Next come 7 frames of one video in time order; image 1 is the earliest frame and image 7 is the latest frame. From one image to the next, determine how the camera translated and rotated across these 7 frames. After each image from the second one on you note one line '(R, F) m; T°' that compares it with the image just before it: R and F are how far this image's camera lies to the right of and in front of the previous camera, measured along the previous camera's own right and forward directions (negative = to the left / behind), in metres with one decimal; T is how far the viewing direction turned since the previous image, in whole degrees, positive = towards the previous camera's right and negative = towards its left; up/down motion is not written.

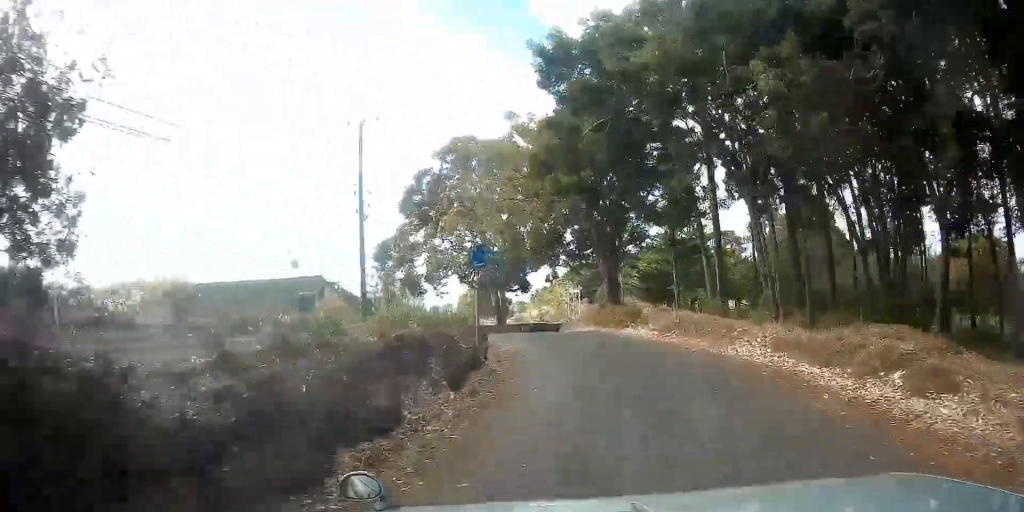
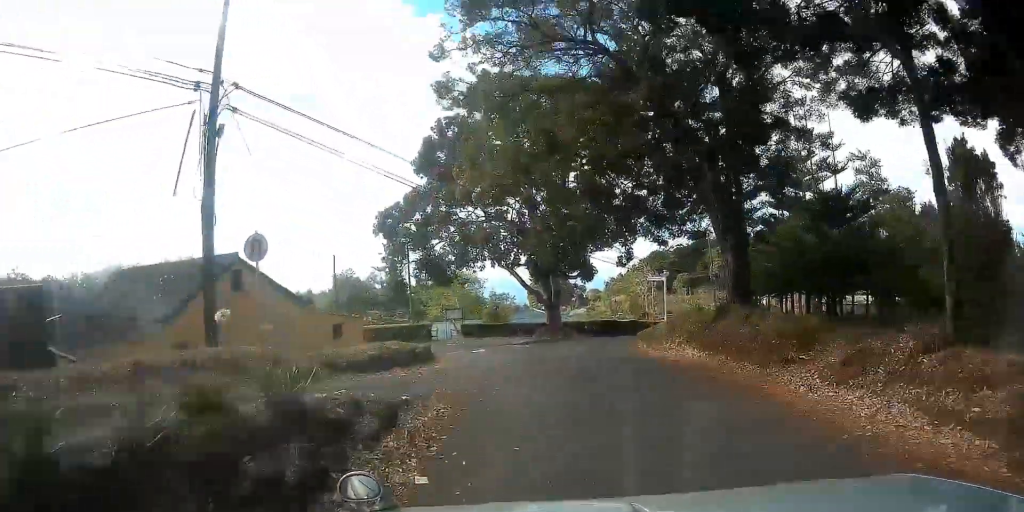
(-0.4, +15.2) m; -4°
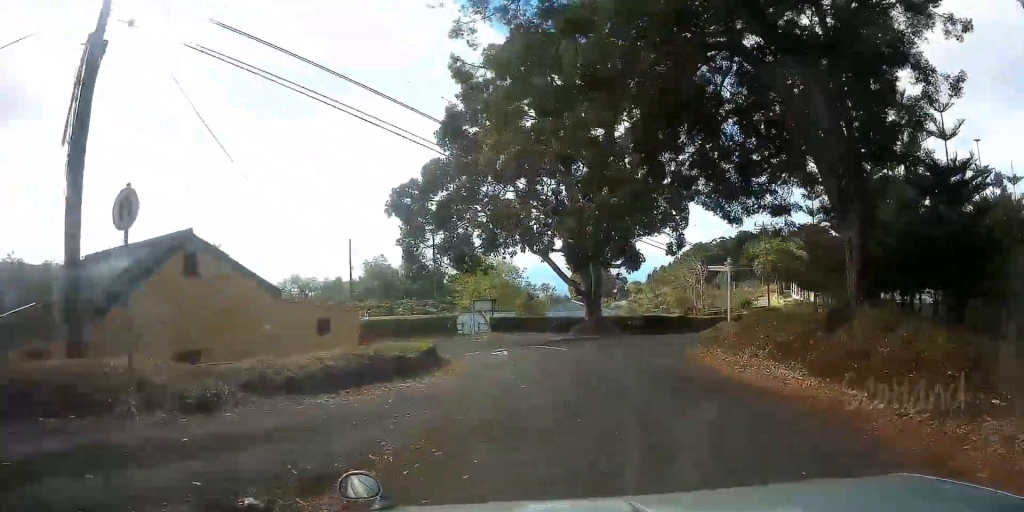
(-0.1, +5.0) m; -4°
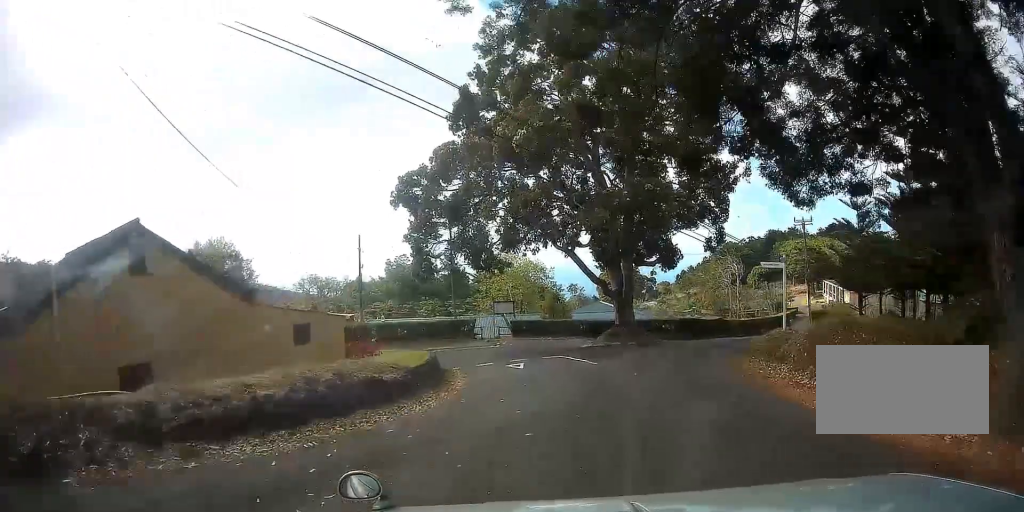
(0.0, +3.7) m; -3°
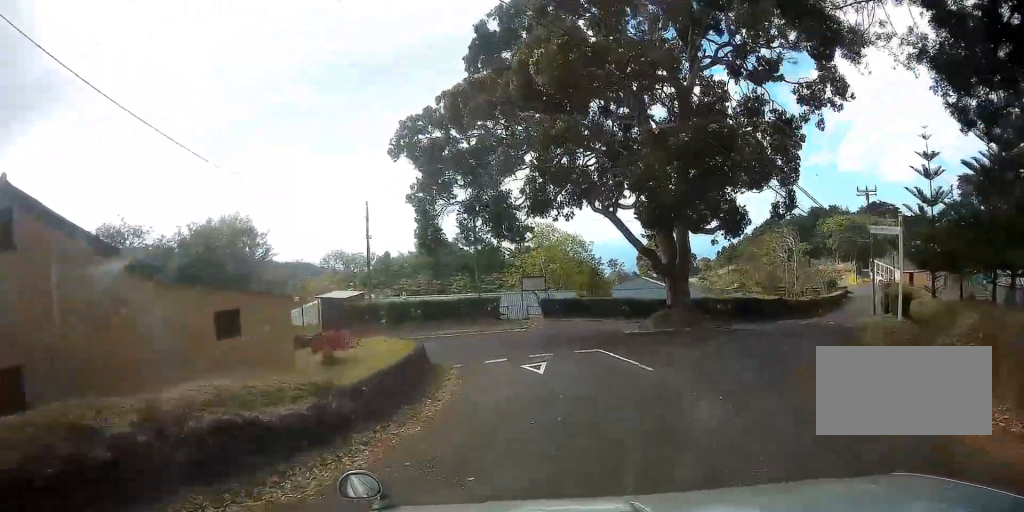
(-0.4, +5.3) m; -8°
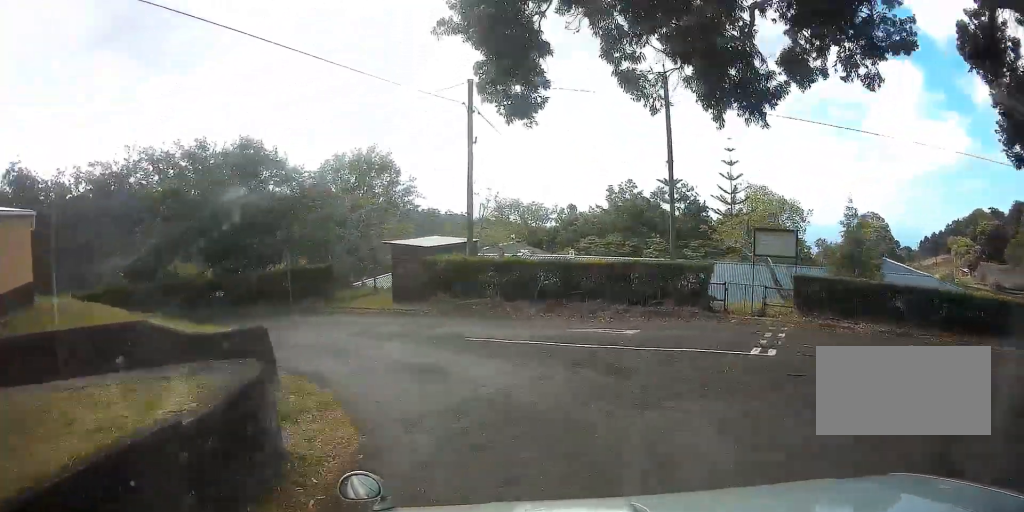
(-3.1, +15.2) m; -26°
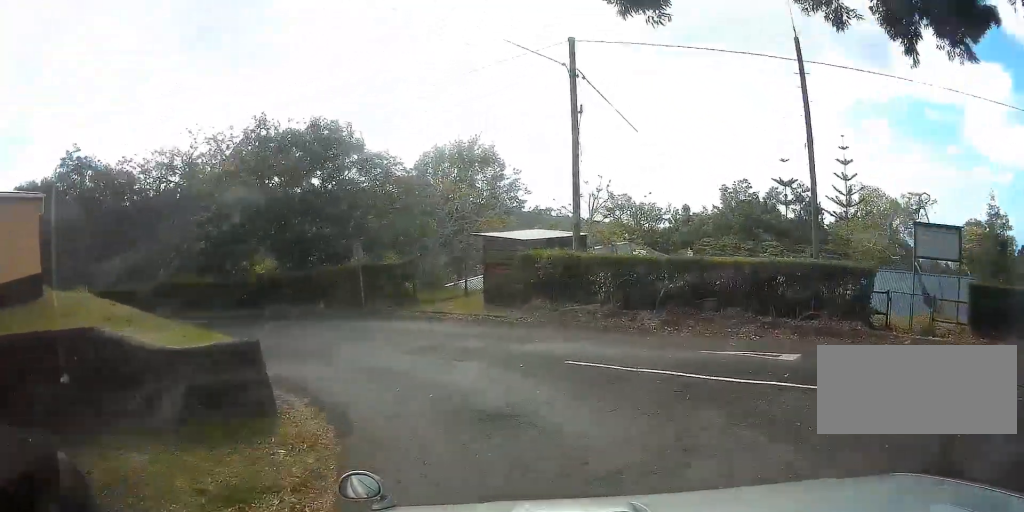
(0.0, +3.5) m; -10°
